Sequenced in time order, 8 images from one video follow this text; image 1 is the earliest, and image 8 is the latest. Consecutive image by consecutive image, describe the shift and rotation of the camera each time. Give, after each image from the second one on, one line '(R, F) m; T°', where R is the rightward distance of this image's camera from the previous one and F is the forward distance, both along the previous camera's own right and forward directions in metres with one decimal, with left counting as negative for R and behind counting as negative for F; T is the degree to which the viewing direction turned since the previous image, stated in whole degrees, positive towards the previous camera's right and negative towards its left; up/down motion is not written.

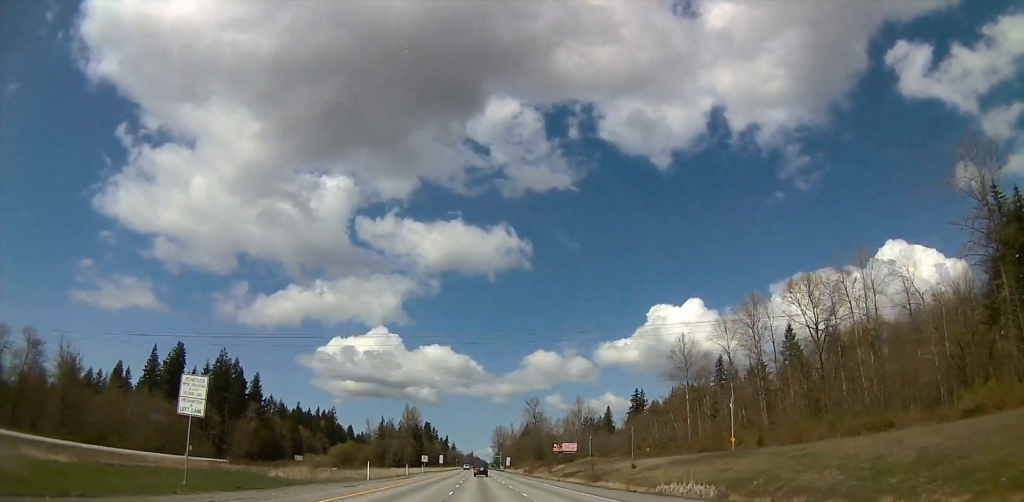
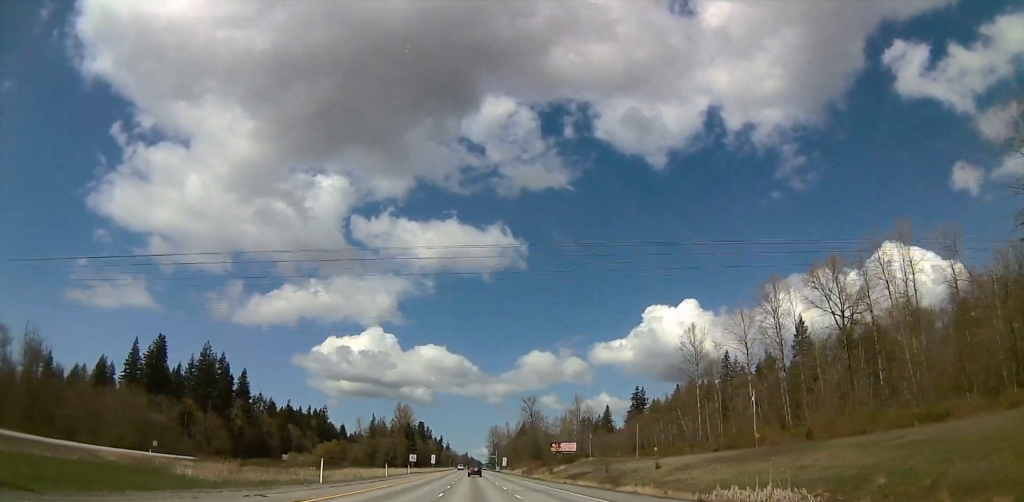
(+0.1, +14.3) m; 0°
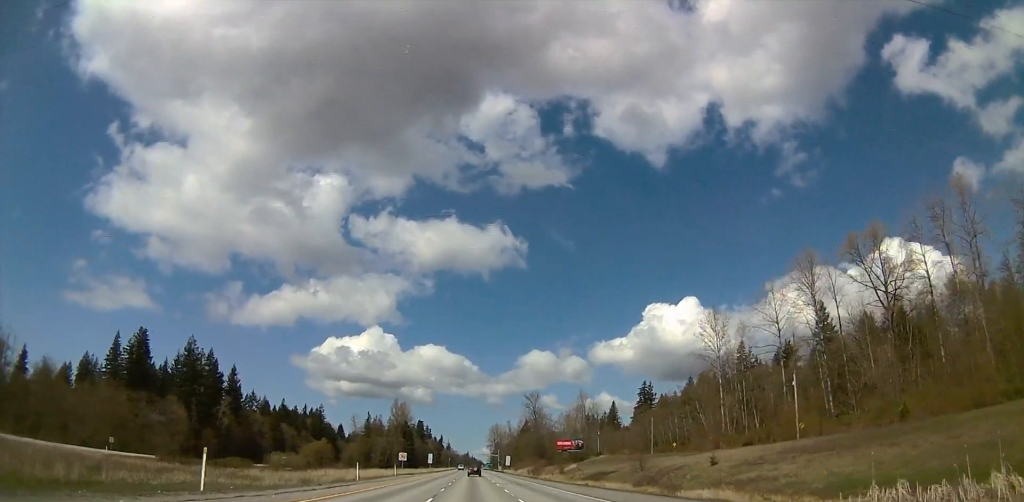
(-0.3, +17.4) m; -1°
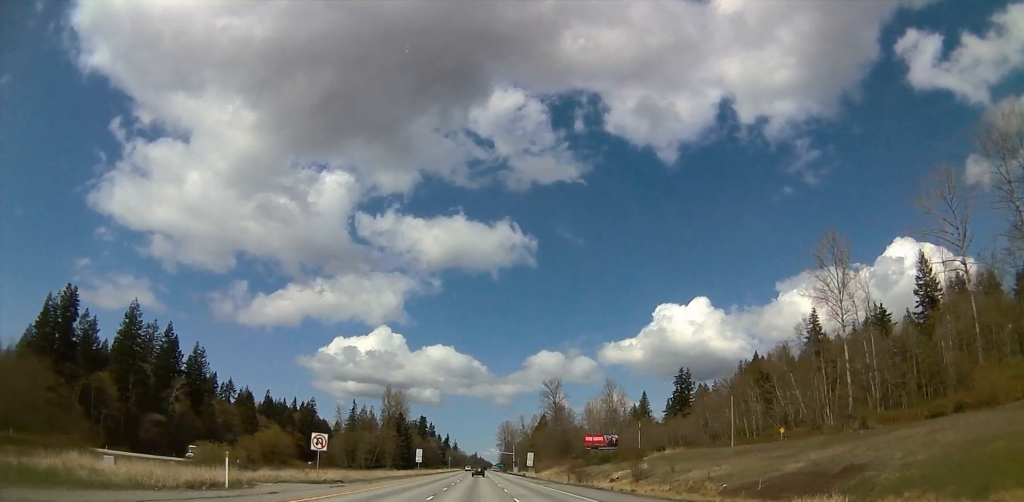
(-0.5, +58.5) m; 0°
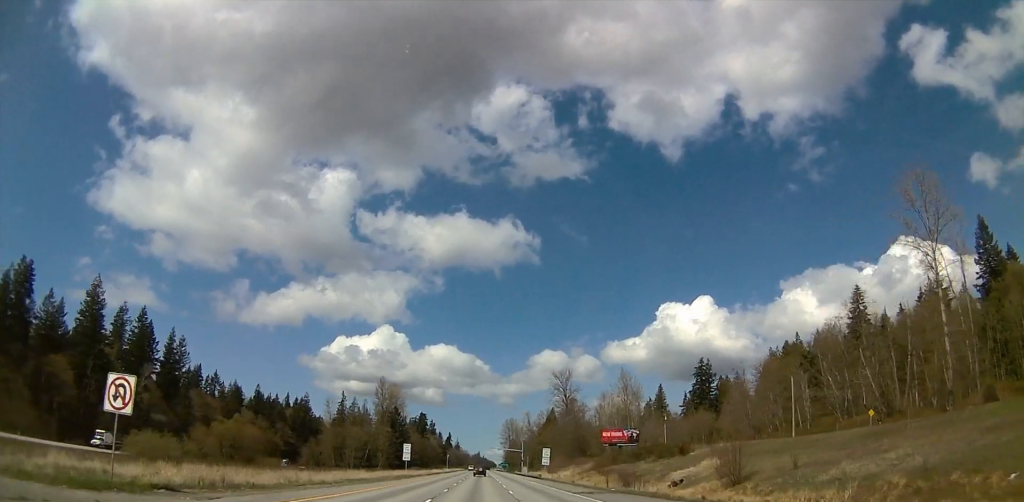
(+0.1, +27.8) m; 0°
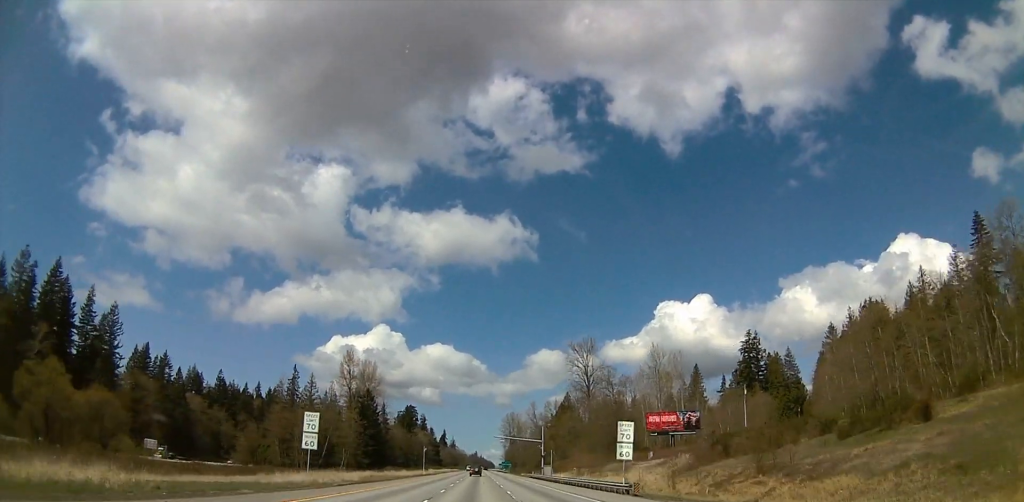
(-0.4, +61.6) m; 0°
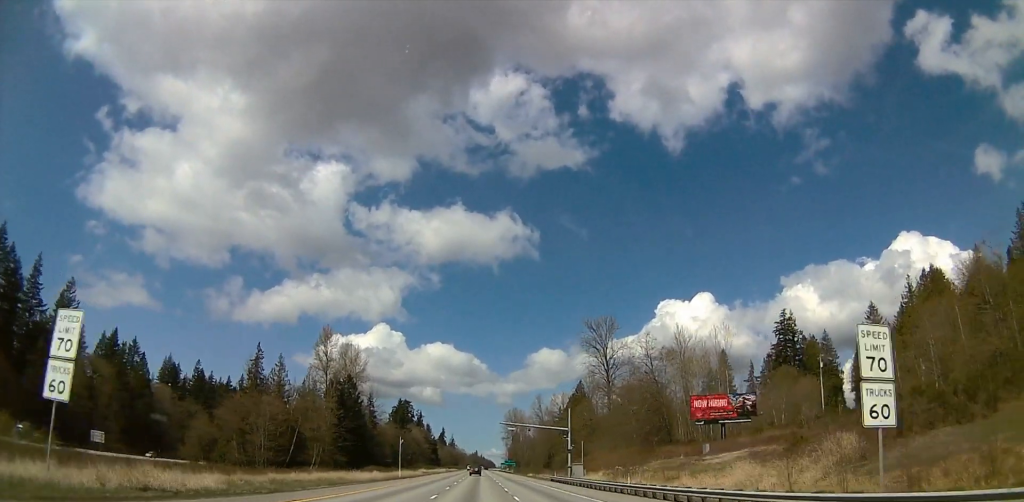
(+0.6, +31.7) m; 0°
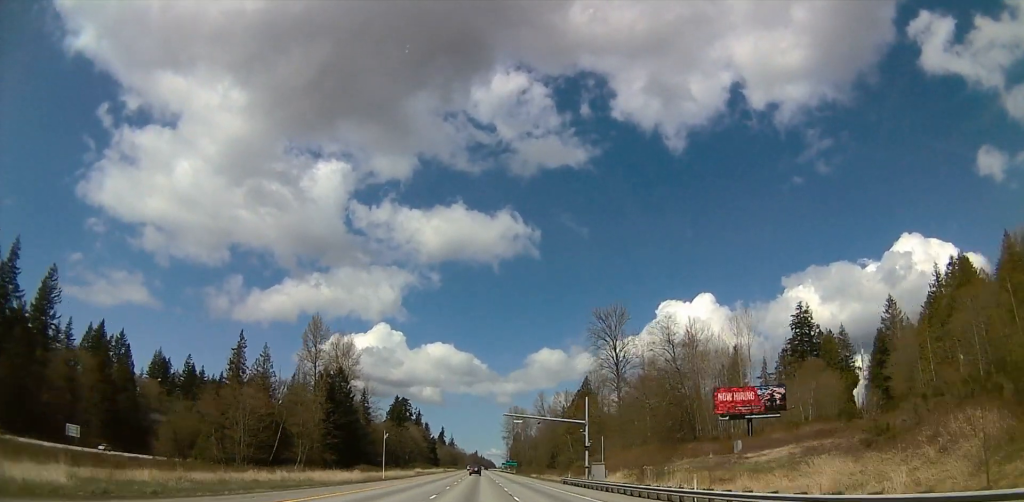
(+0.1, +12.3) m; -1°
